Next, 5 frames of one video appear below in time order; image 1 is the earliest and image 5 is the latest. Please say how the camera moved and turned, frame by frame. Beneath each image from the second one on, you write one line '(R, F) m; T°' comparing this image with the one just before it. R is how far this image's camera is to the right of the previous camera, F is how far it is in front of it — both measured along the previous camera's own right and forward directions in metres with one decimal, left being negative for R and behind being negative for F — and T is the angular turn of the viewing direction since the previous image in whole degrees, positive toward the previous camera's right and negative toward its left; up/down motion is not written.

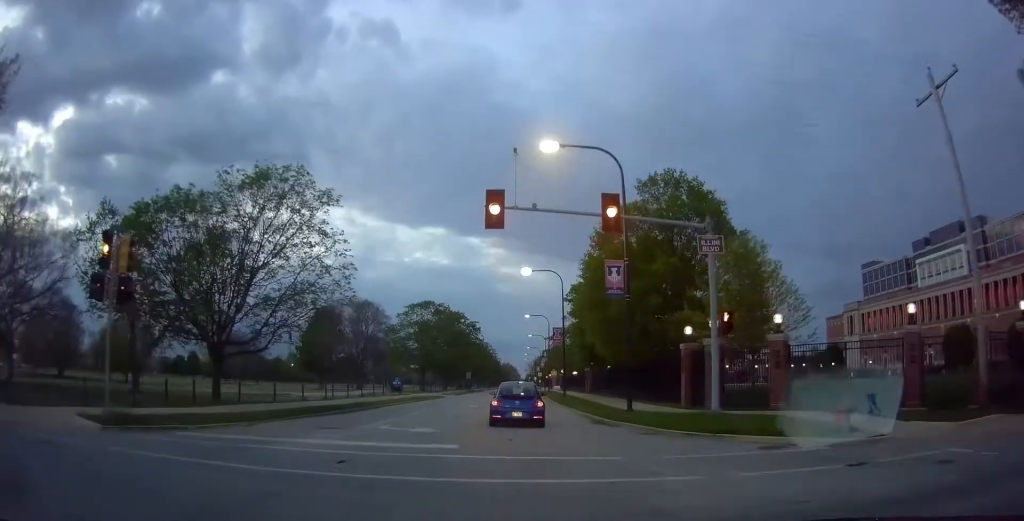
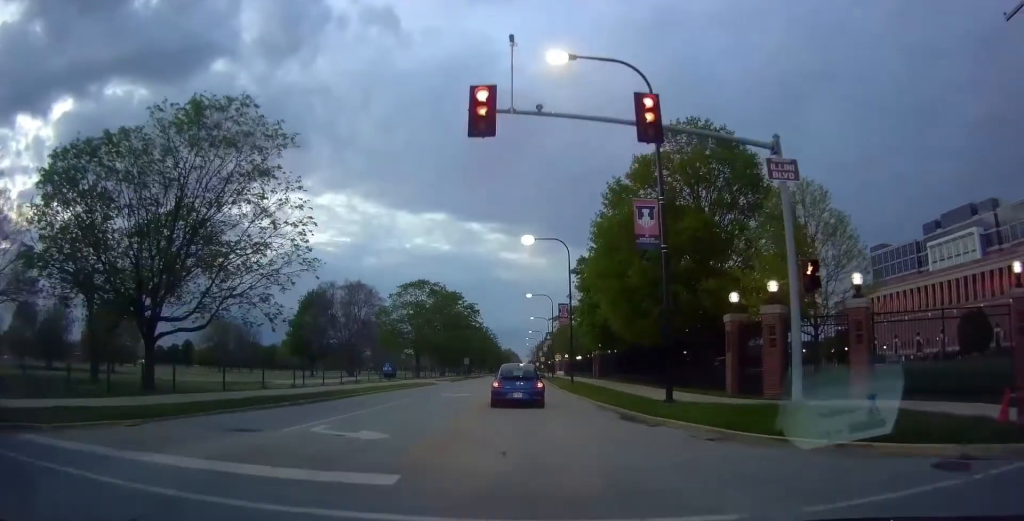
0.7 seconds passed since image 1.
(0.0, +5.9) m; 0°
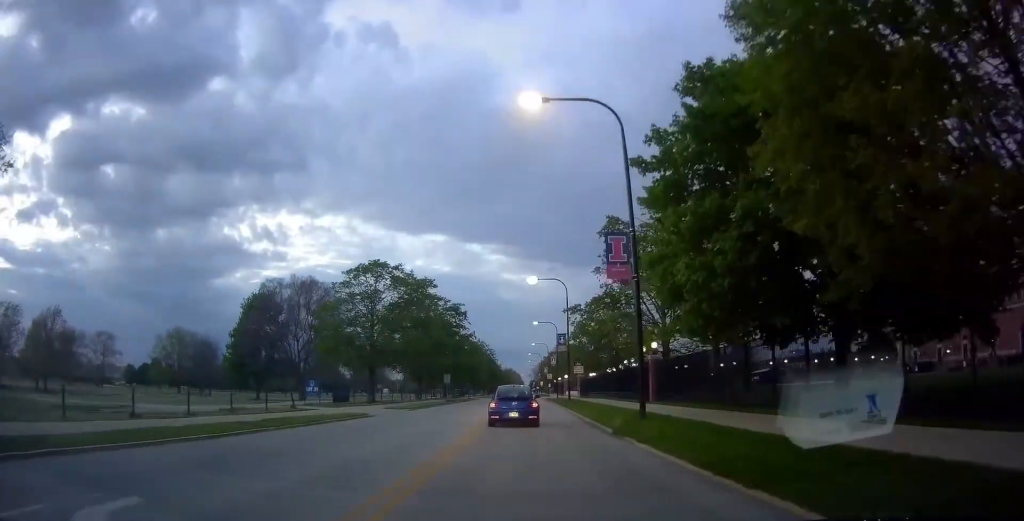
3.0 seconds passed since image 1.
(-1.7, +25.0) m; -3°
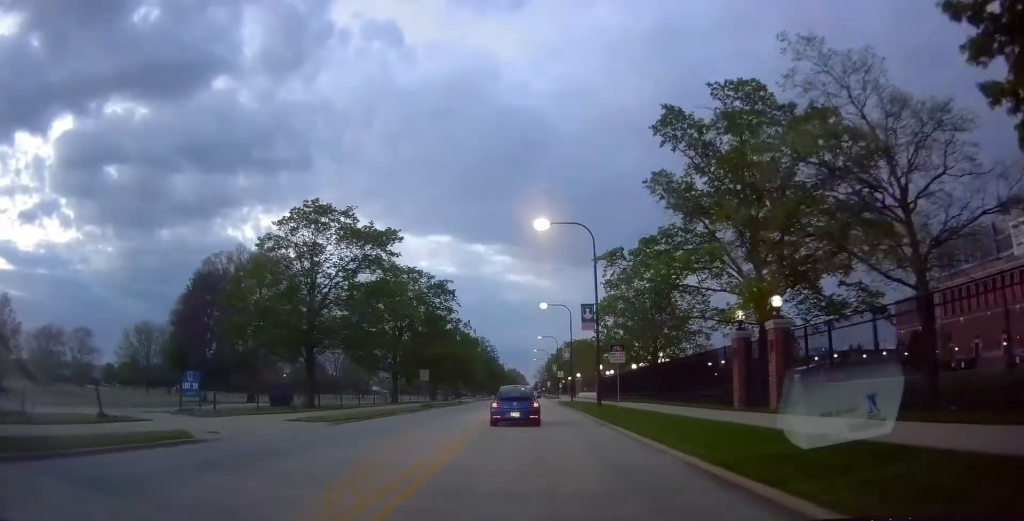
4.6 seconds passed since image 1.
(+1.0, +19.0) m; +3°
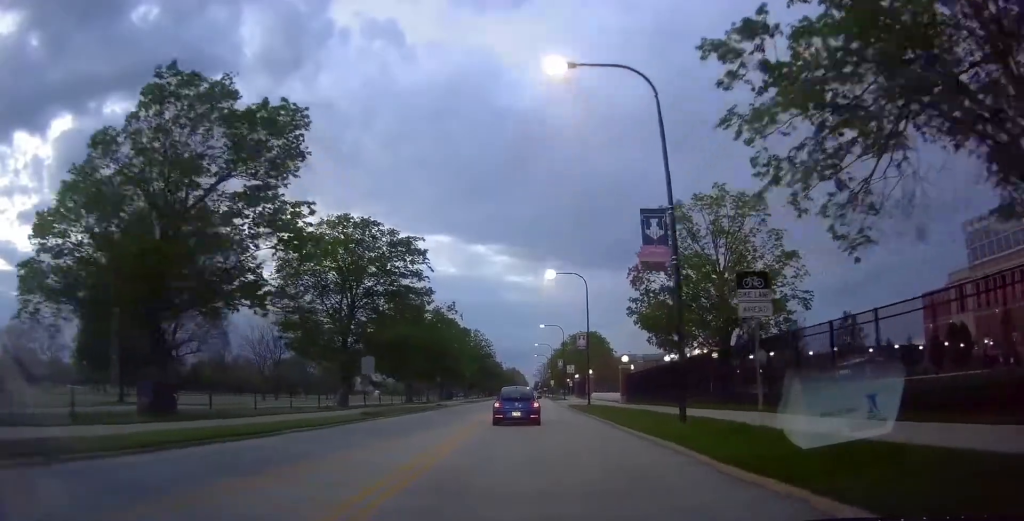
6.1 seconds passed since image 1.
(-0.3, +19.0) m; -2°
